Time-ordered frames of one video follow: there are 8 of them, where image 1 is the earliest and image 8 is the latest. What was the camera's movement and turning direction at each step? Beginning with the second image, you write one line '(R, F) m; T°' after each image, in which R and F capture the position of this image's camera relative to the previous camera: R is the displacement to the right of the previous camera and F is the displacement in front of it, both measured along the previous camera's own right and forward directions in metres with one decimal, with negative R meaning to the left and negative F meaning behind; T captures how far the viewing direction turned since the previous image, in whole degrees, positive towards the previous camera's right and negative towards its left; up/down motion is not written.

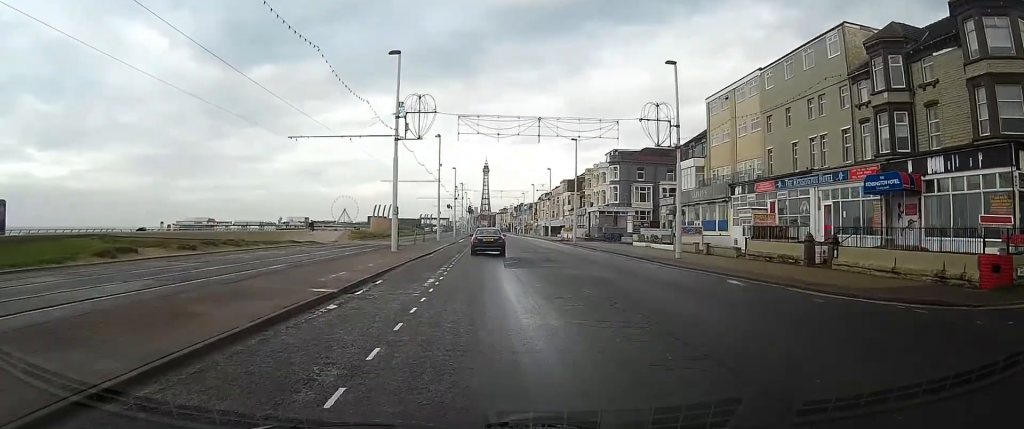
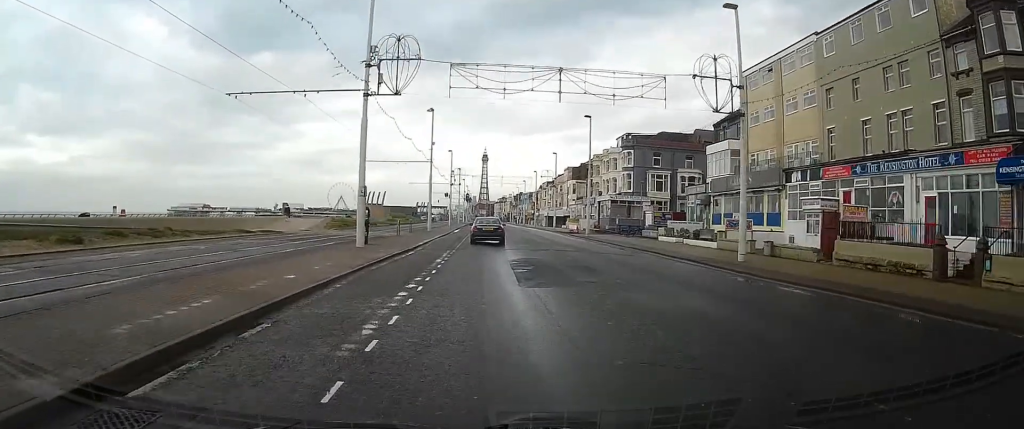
(+0.1, +9.7) m; +1°
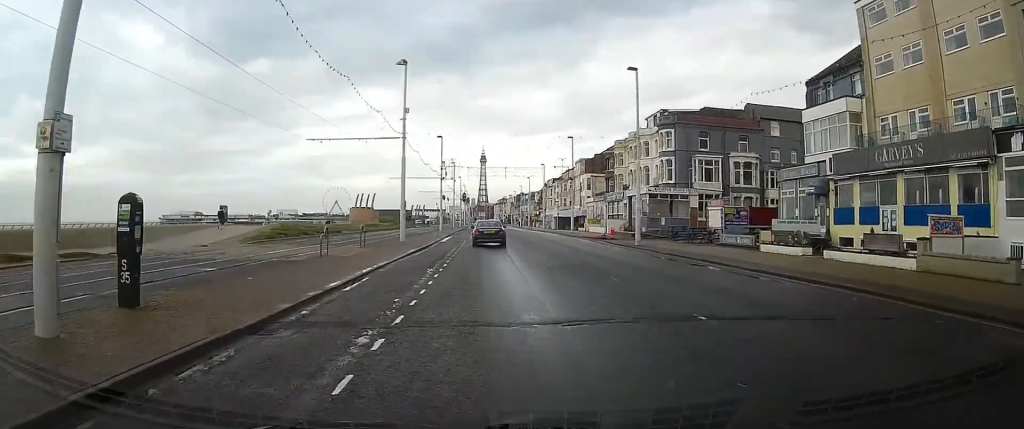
(+0.1, +19.9) m; 0°
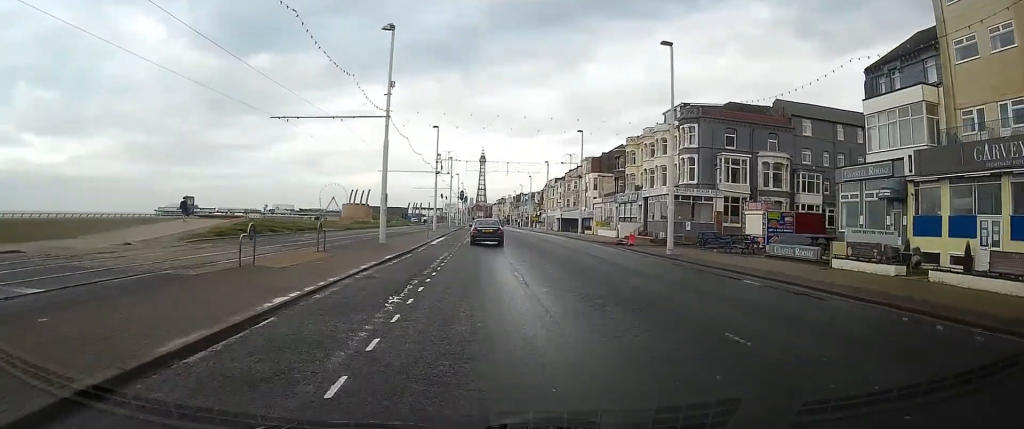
(0.0, +7.4) m; 0°
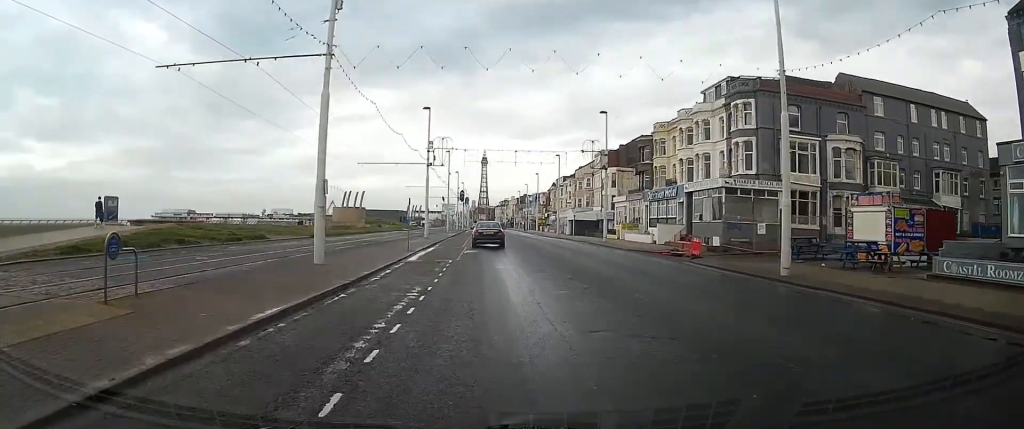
(+0.1, +13.0) m; 0°
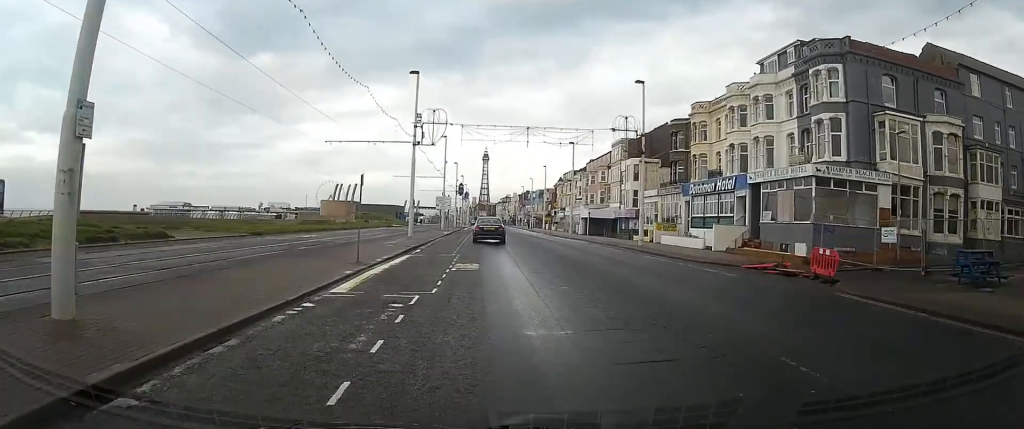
(0.0, +12.7) m; 0°
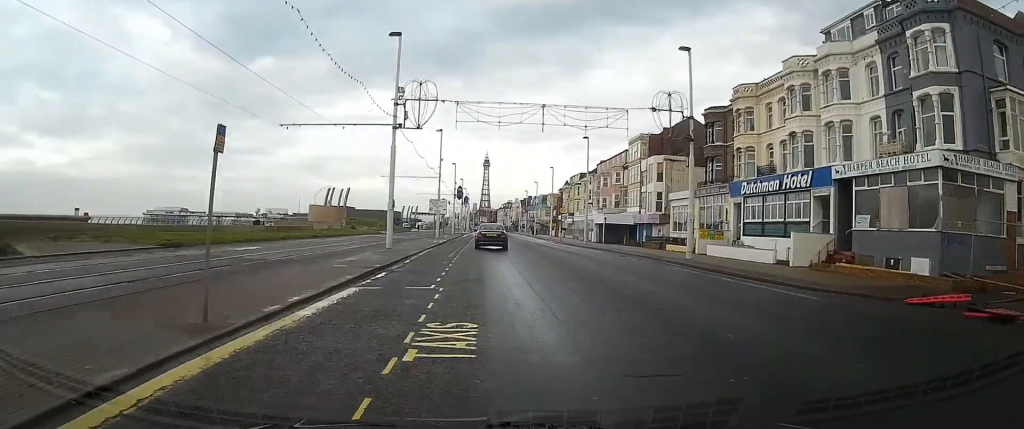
(0.0, +10.4) m; 0°
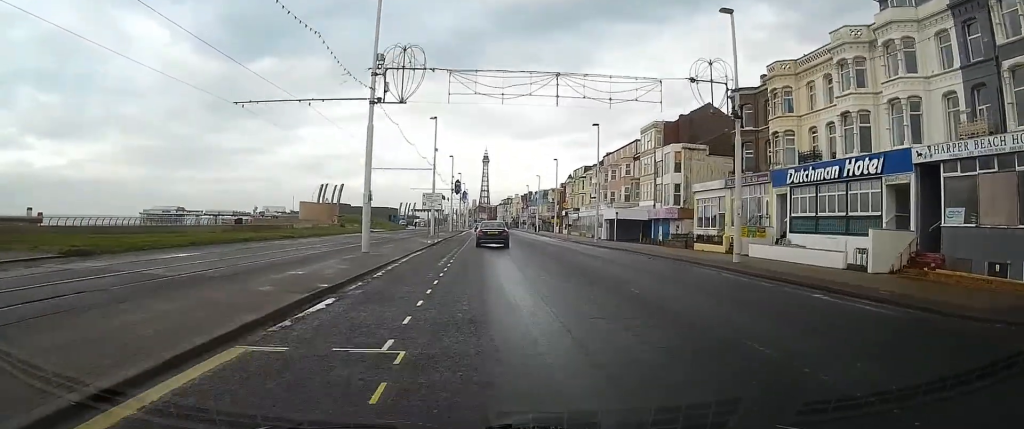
(0.0, +6.7) m; 0°
